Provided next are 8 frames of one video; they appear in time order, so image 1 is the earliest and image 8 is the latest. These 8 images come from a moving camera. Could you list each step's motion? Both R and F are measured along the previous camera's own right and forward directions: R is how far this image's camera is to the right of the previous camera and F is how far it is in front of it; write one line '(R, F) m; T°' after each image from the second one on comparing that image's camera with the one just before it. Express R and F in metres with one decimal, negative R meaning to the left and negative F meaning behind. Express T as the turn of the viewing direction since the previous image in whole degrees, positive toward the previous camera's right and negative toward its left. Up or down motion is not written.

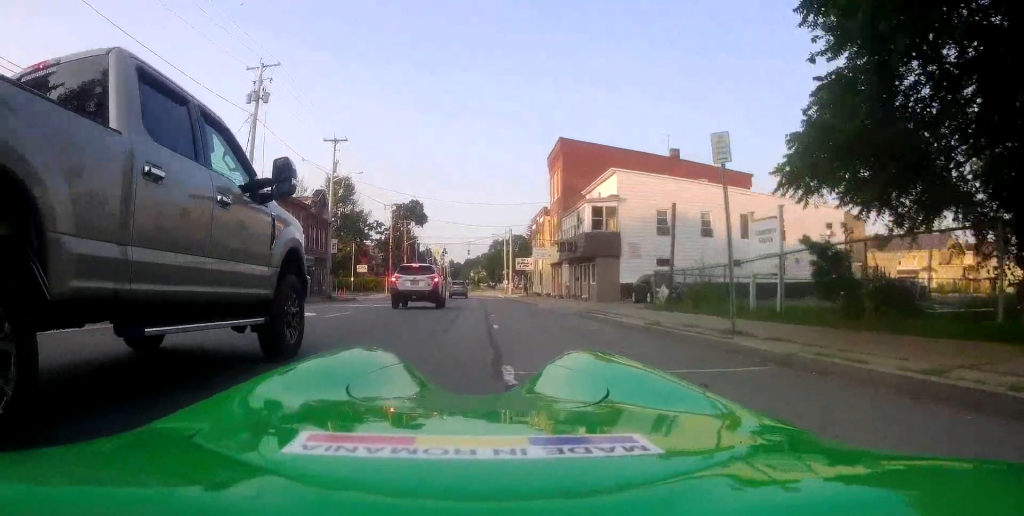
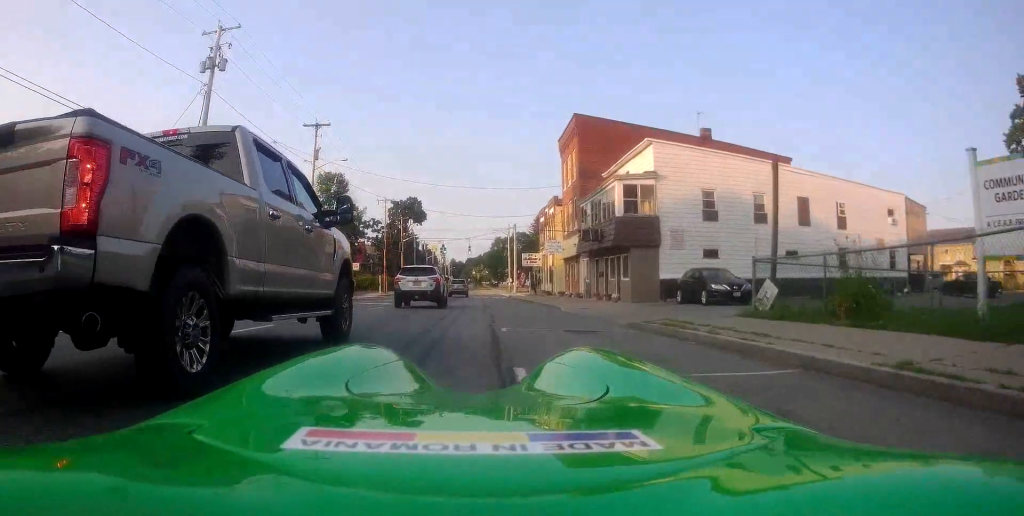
(0.0, +6.8) m; 0°
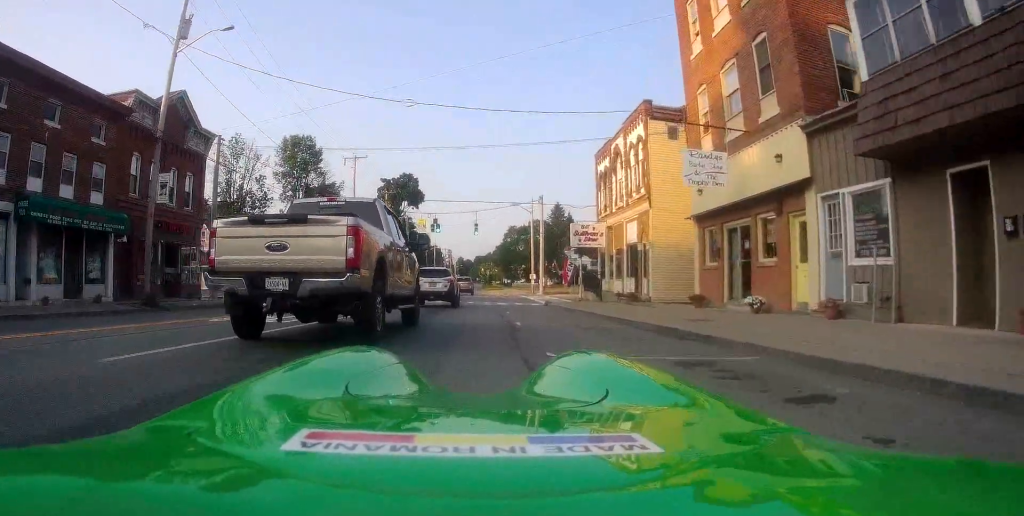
(-0.3, +27.0) m; 0°
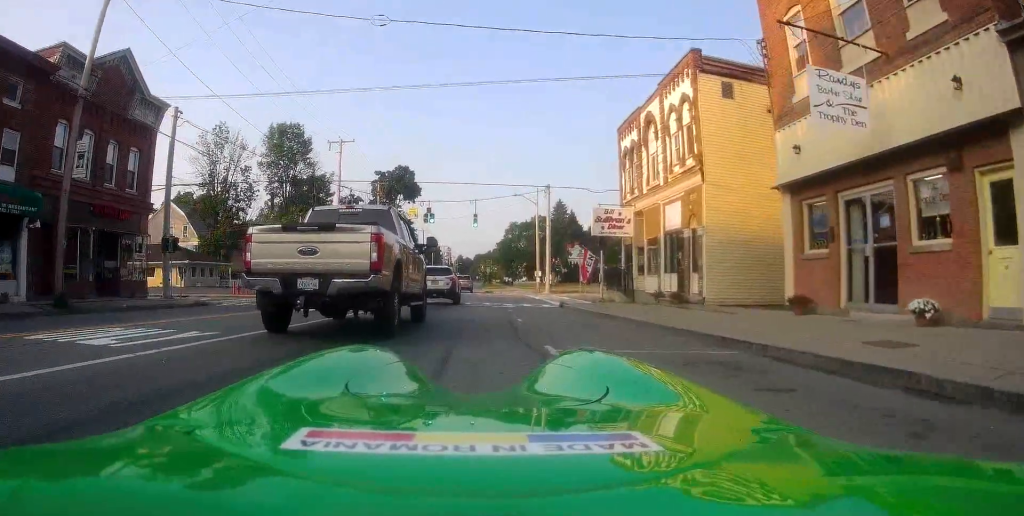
(-0.1, +6.3) m; -2°
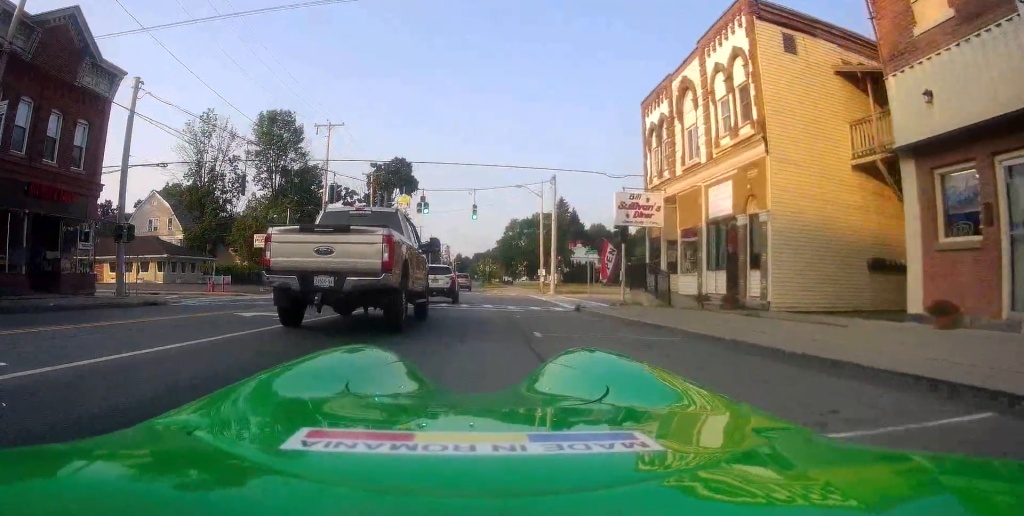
(-0.1, +4.6) m; -1°
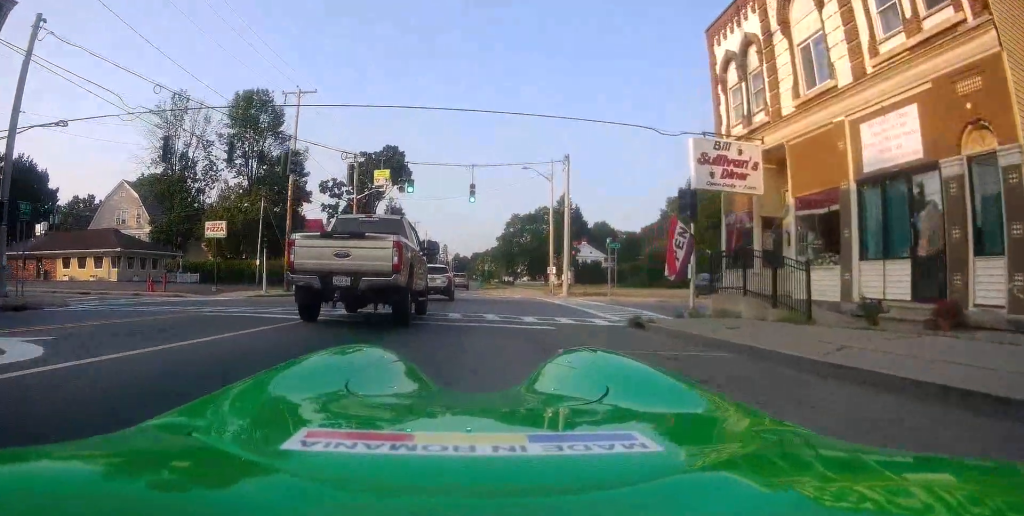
(-0.1, +8.3) m; 0°
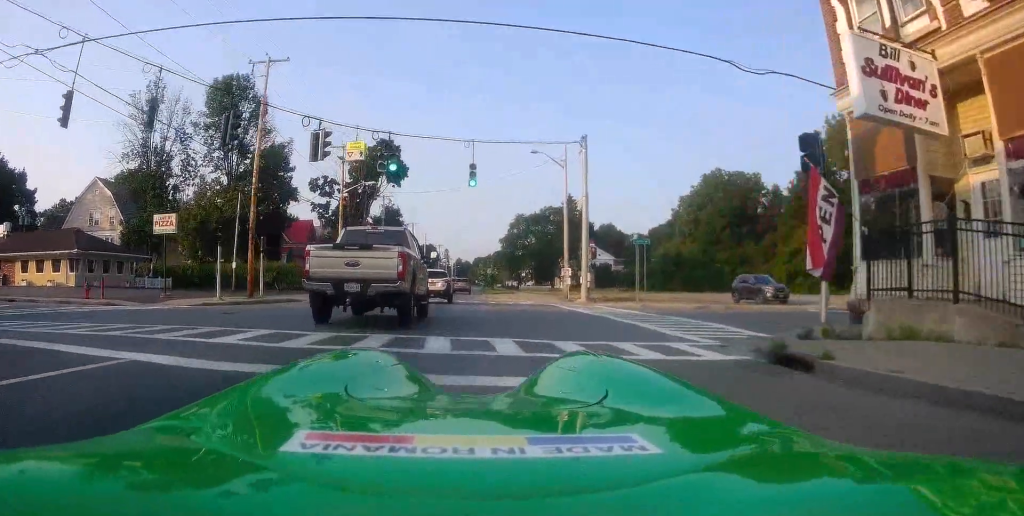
(0.0, +6.5) m; +2°
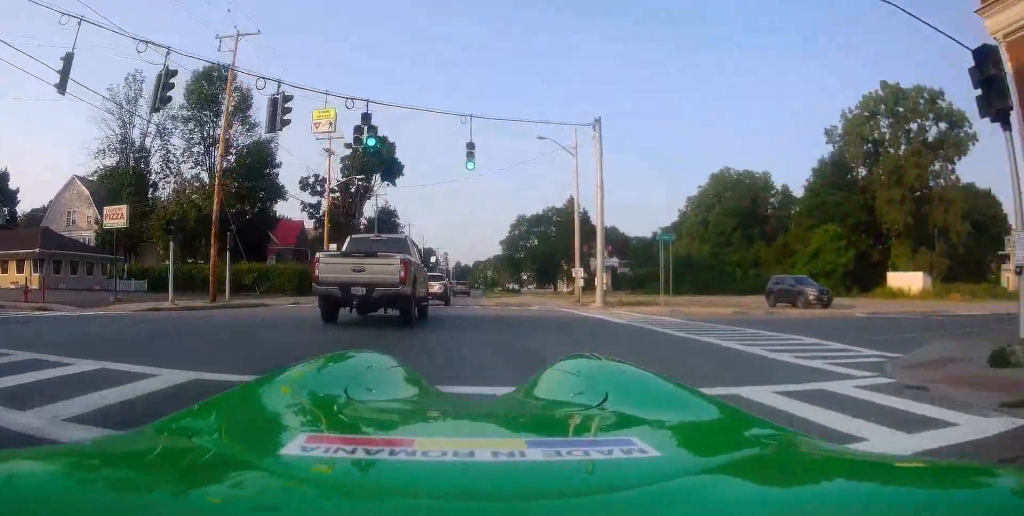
(+0.1, +4.7) m; +1°
